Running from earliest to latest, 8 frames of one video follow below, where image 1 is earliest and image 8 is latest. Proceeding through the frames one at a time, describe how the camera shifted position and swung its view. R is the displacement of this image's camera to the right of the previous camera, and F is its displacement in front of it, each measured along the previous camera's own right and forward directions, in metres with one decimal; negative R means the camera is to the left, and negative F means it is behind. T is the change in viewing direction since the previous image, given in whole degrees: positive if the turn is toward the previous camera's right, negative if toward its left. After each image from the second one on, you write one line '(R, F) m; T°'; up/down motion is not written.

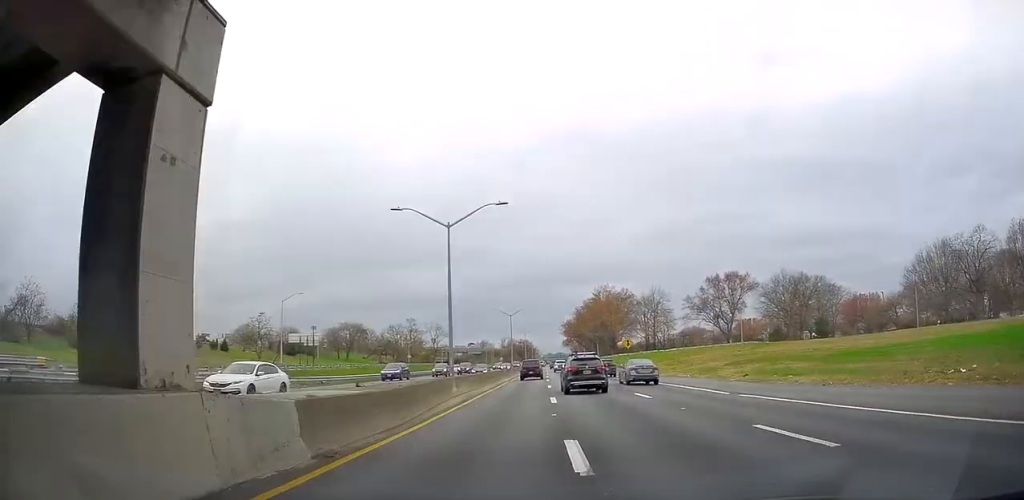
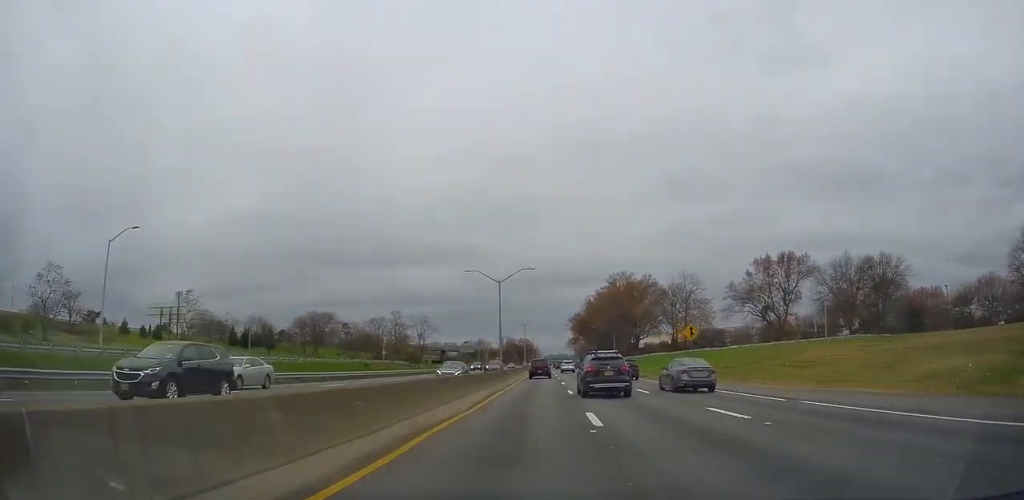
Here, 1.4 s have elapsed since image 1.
(+0.1, +33.6) m; 0°
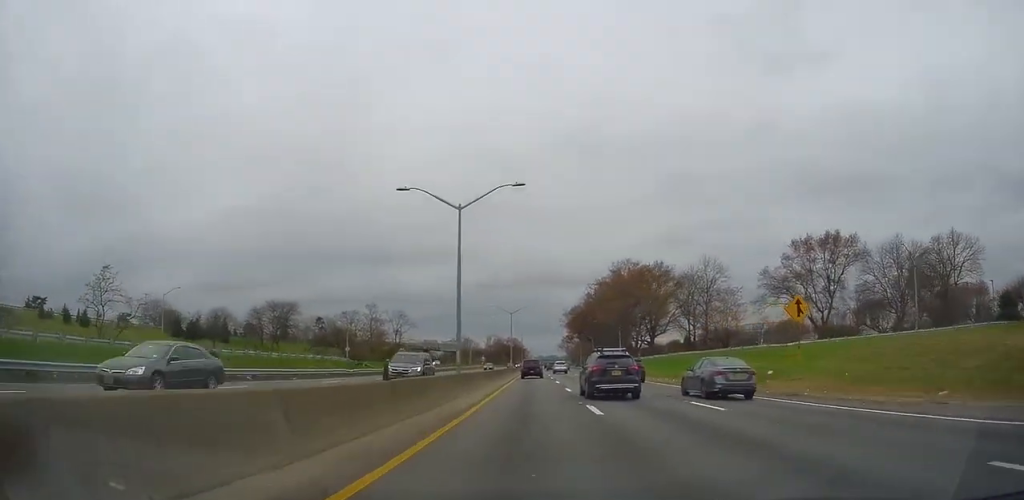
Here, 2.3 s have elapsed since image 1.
(-0.1, +23.6) m; -1°
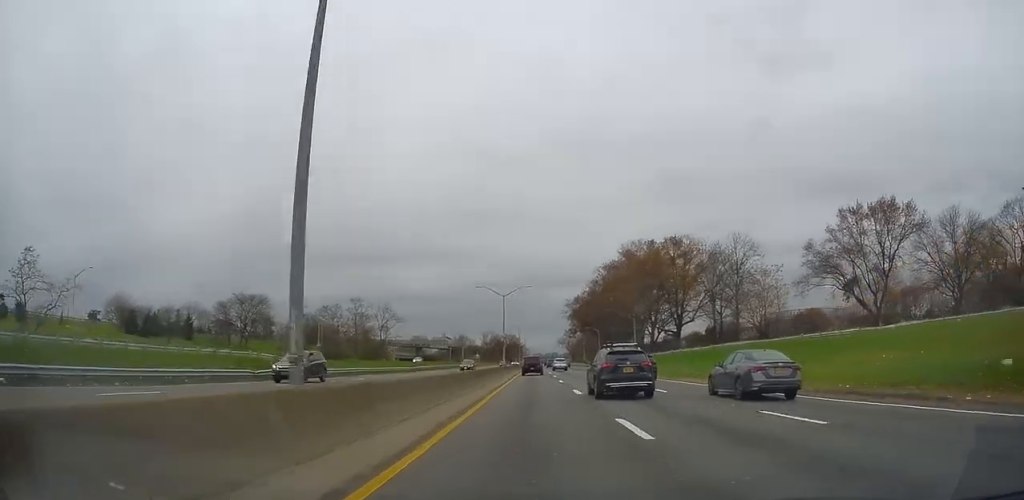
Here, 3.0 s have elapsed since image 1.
(-0.4, +18.3) m; 0°
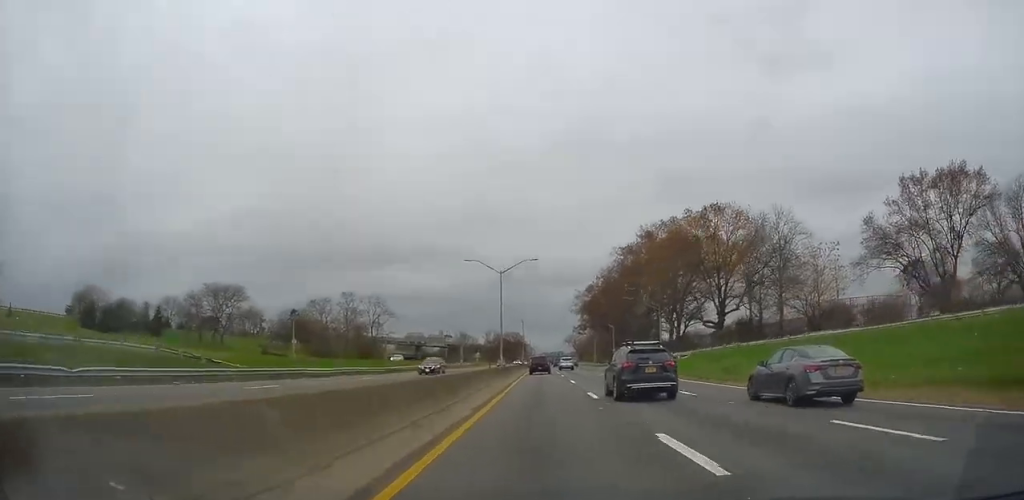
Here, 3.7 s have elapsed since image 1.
(+0.2, +15.8) m; +1°
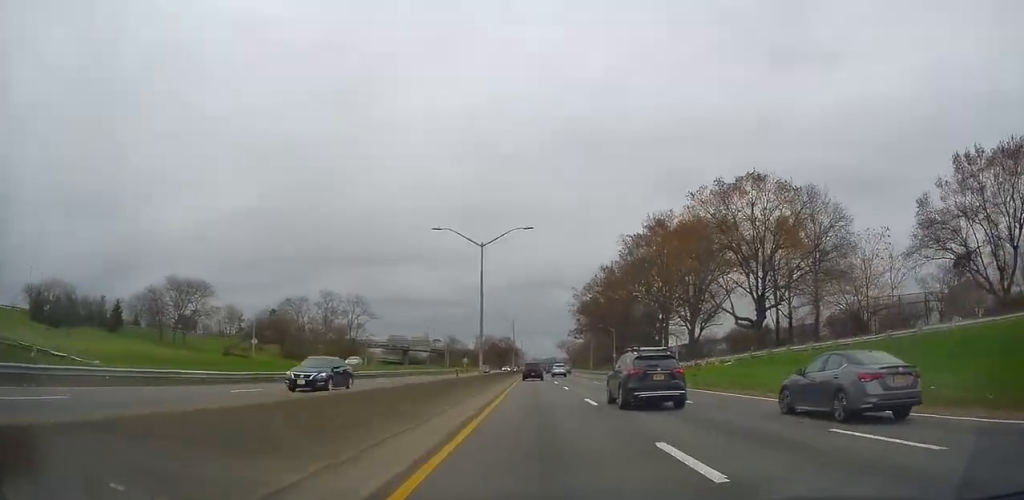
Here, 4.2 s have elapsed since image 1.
(+0.2, +12.9) m; +1°
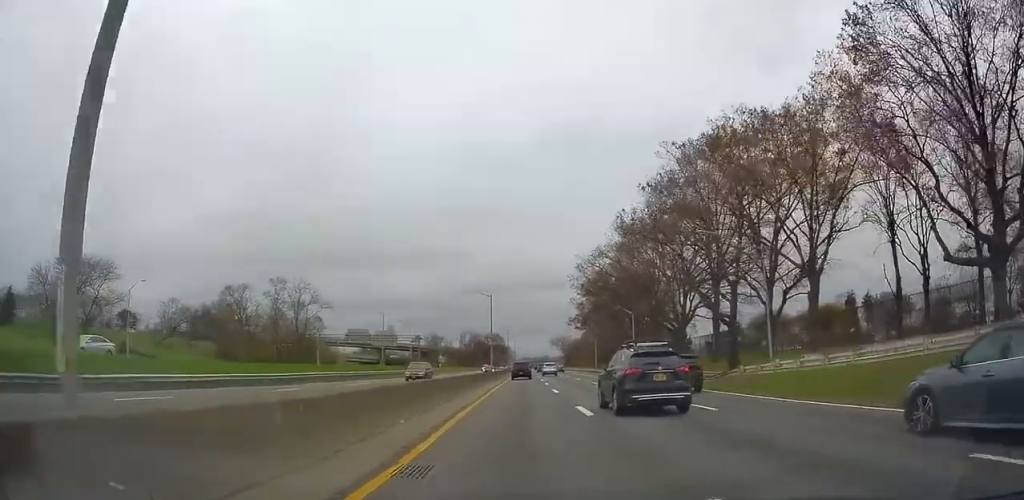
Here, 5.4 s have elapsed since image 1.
(+0.2, +30.4) m; +1°
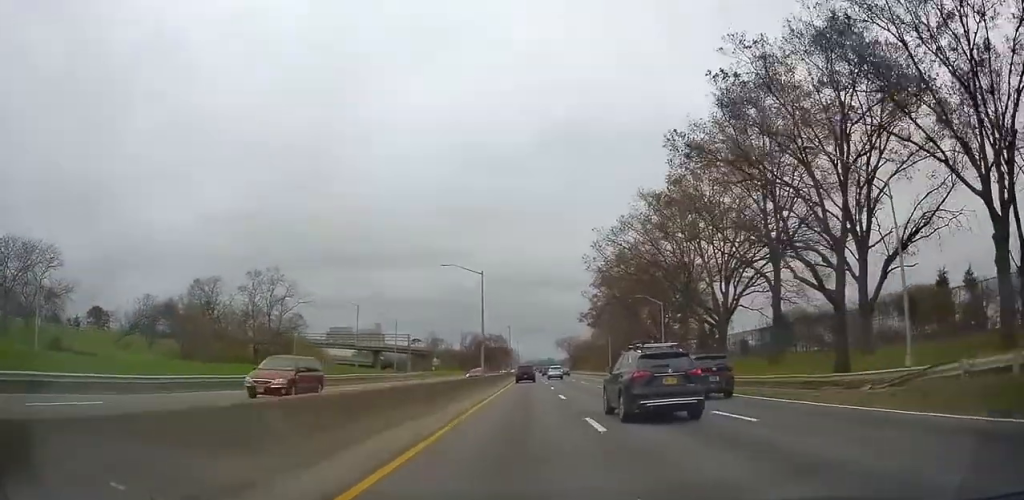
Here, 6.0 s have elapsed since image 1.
(+0.3, +15.8) m; 0°
